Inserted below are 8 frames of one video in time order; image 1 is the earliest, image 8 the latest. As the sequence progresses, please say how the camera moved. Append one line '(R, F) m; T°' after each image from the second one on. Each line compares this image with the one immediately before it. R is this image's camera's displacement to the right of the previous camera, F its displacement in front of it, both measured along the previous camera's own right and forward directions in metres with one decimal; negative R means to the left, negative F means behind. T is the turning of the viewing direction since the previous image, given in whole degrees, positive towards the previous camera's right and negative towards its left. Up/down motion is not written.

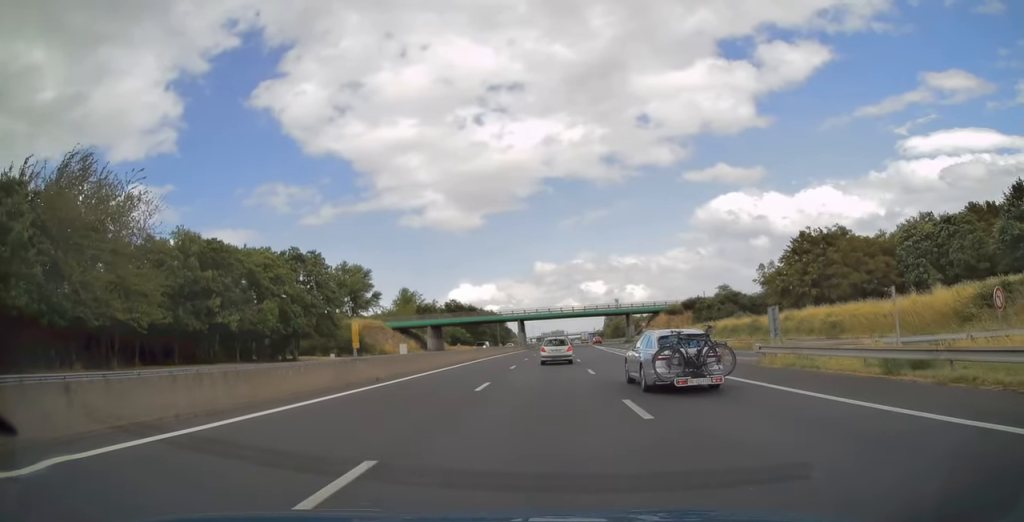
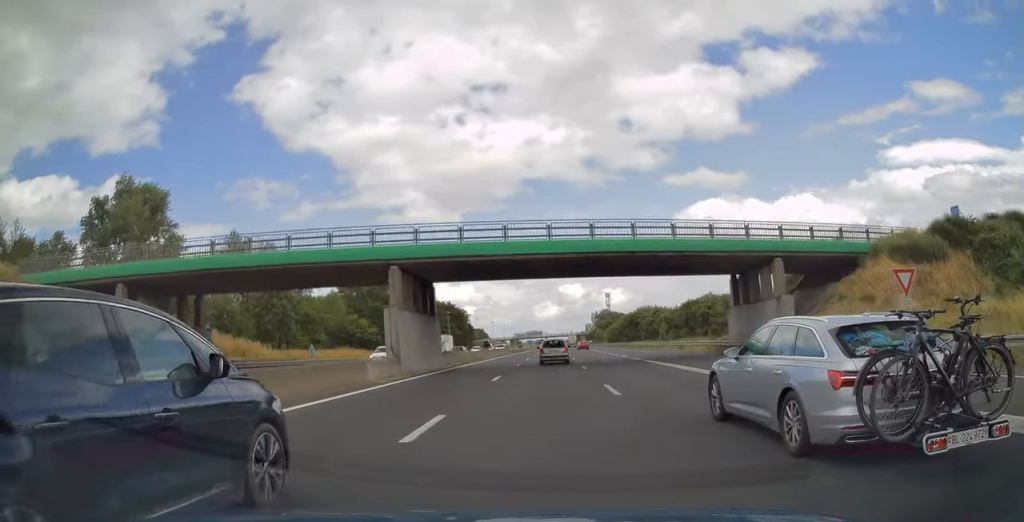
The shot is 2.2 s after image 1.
(+1.5, +73.7) m; +2°
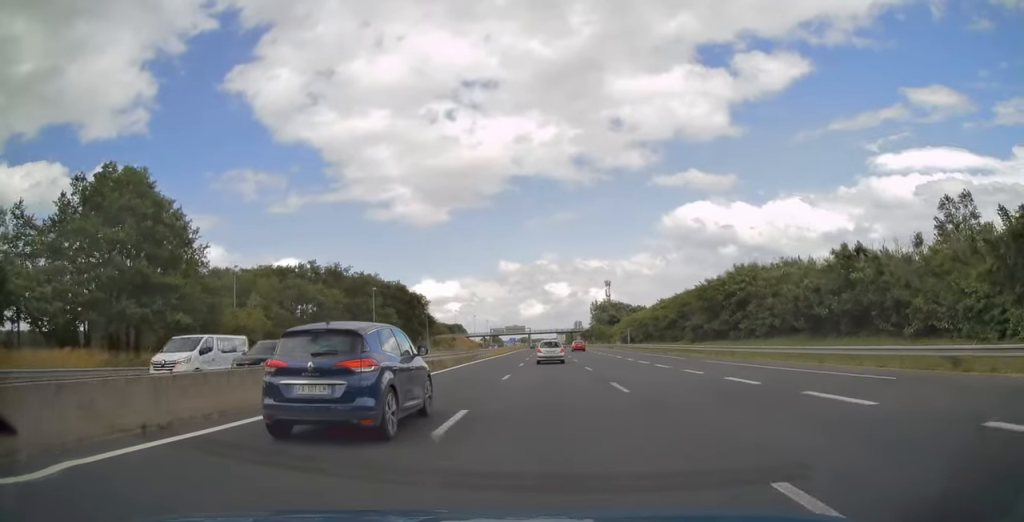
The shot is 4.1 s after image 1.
(+0.8, +64.5) m; +1°
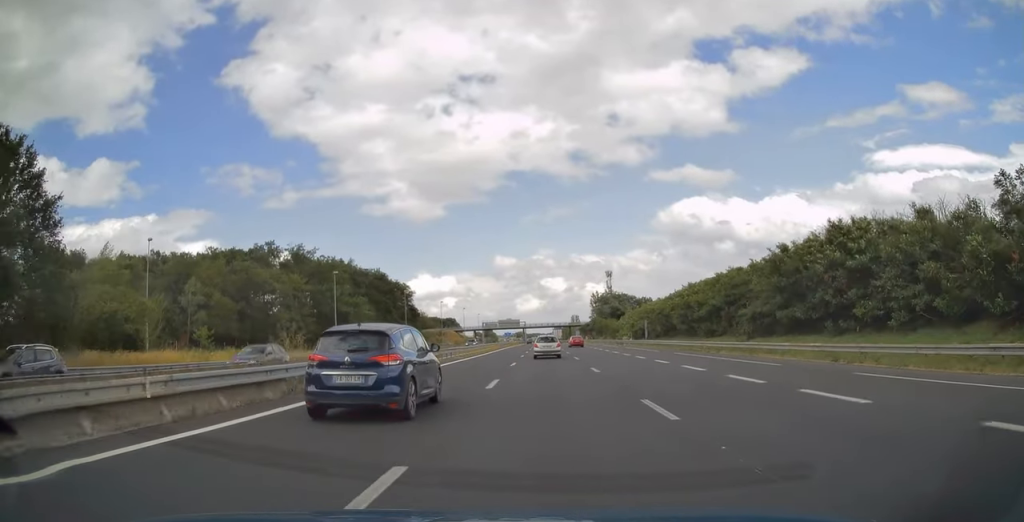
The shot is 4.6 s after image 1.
(0.0, +18.7) m; 0°
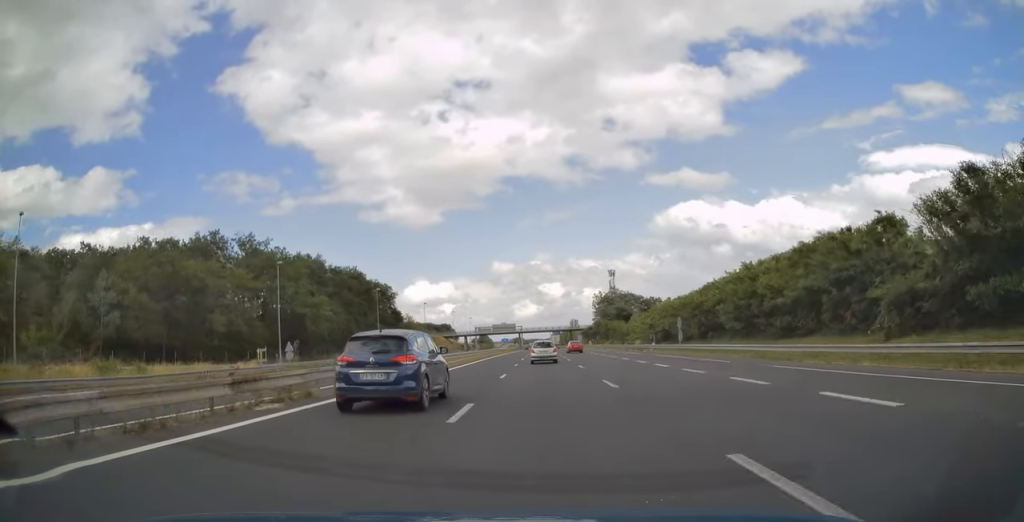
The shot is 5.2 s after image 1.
(0.0, +19.2) m; 0°
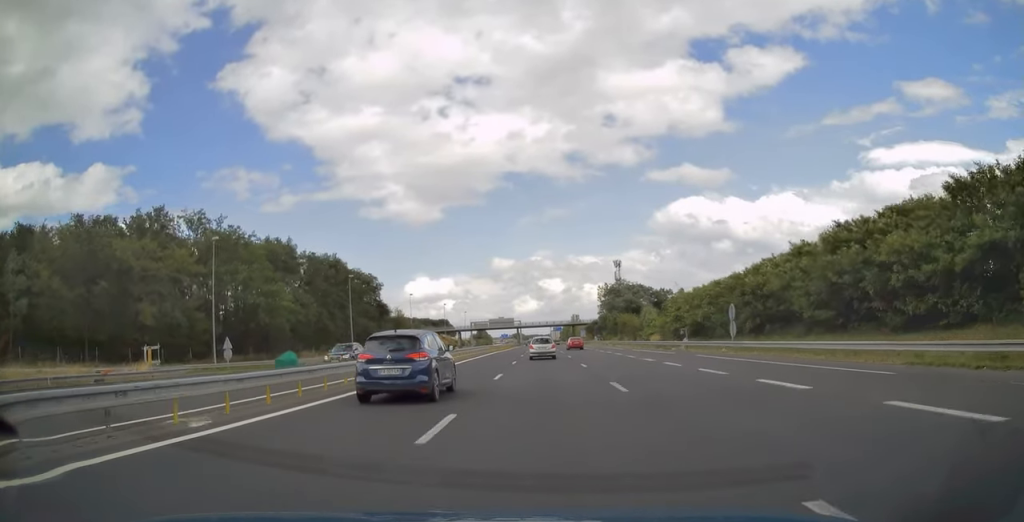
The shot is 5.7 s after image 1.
(0.0, +15.3) m; 0°
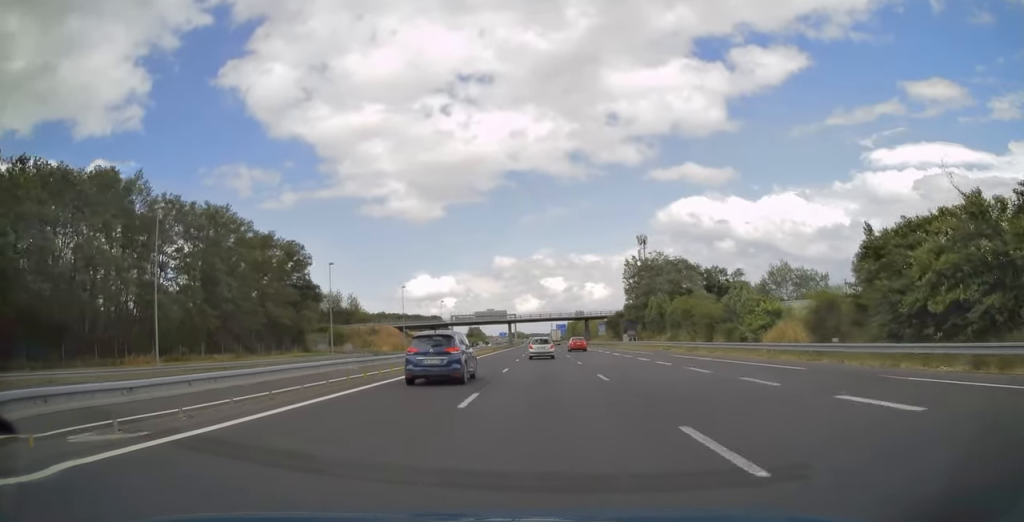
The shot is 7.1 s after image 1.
(0.0, +48.2) m; 0°
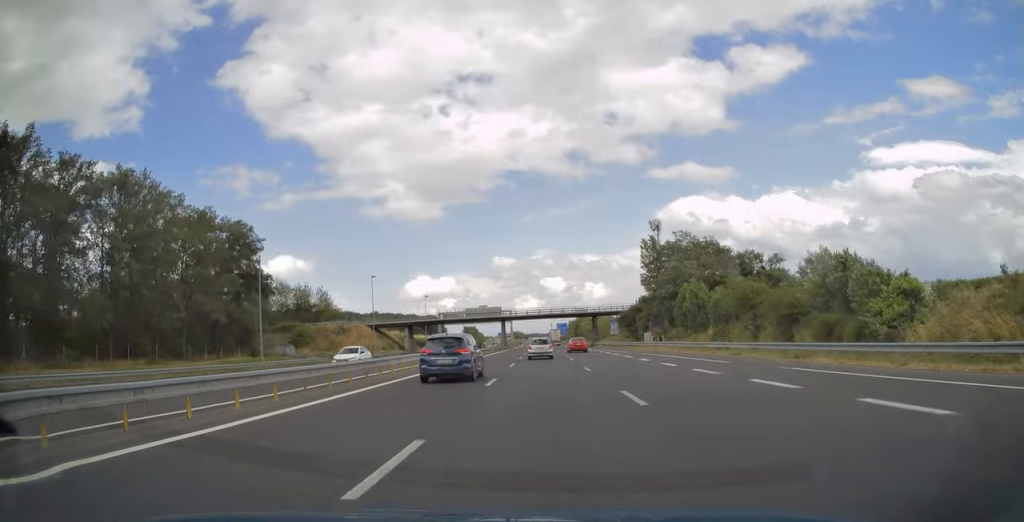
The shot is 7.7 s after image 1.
(0.0, +19.9) m; 0°
